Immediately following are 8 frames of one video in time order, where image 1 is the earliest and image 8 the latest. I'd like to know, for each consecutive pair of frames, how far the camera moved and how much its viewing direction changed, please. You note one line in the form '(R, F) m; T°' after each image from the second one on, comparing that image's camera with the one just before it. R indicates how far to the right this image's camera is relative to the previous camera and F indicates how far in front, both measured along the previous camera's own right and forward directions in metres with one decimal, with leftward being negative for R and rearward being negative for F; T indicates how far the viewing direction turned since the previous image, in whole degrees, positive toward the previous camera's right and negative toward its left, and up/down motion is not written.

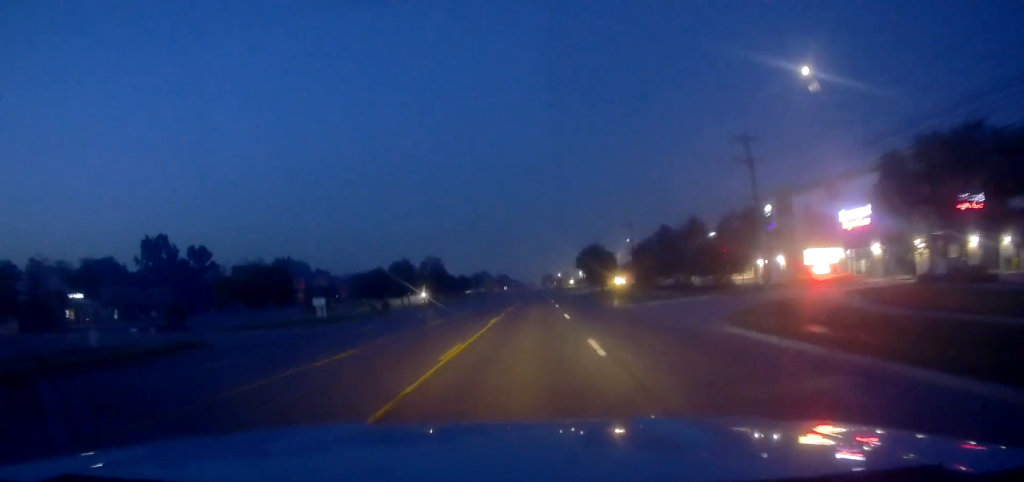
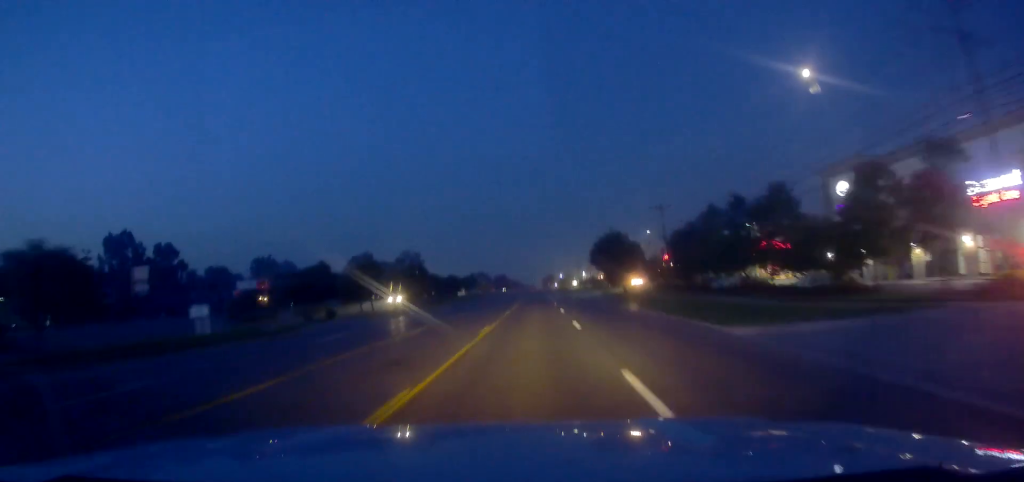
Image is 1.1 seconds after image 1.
(+0.2, +22.0) m; +2°
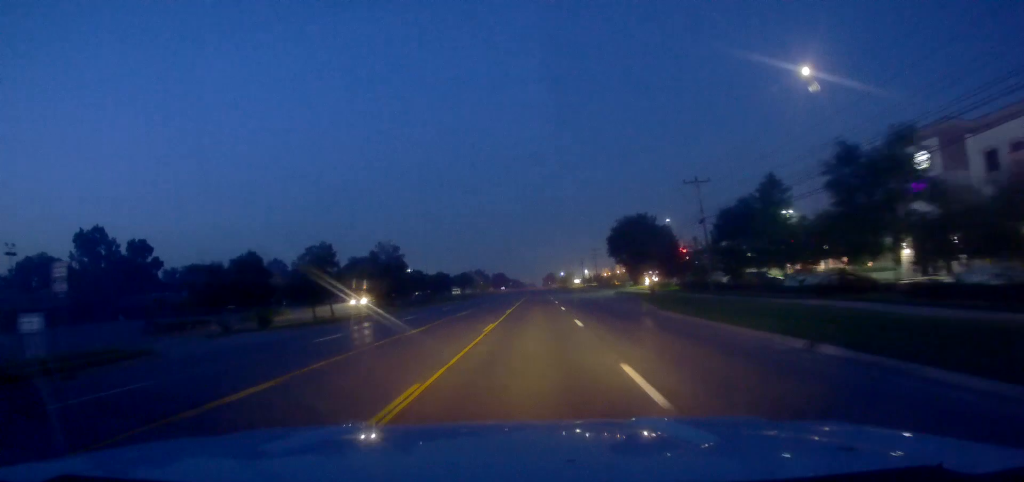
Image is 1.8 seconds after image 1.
(+0.6, +15.9) m; +1°
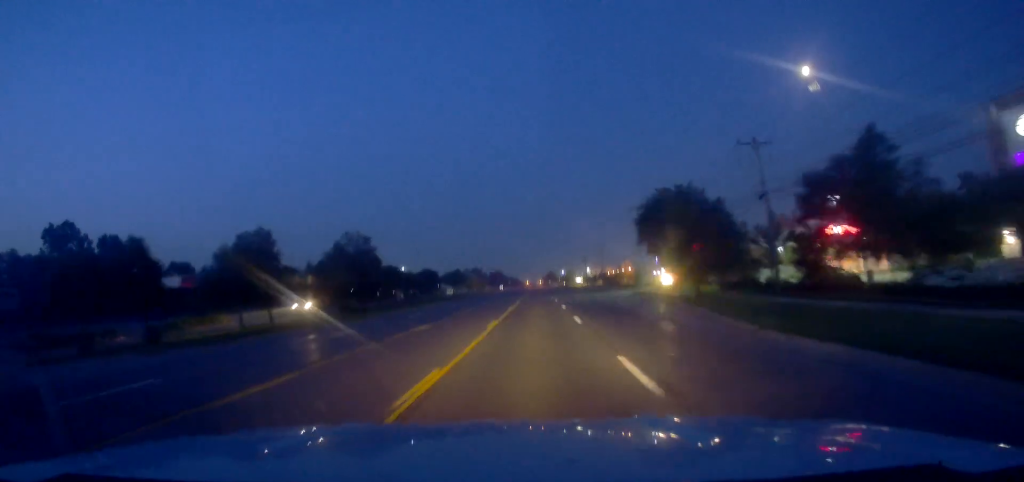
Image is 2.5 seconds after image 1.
(-0.2, +14.5) m; 0°
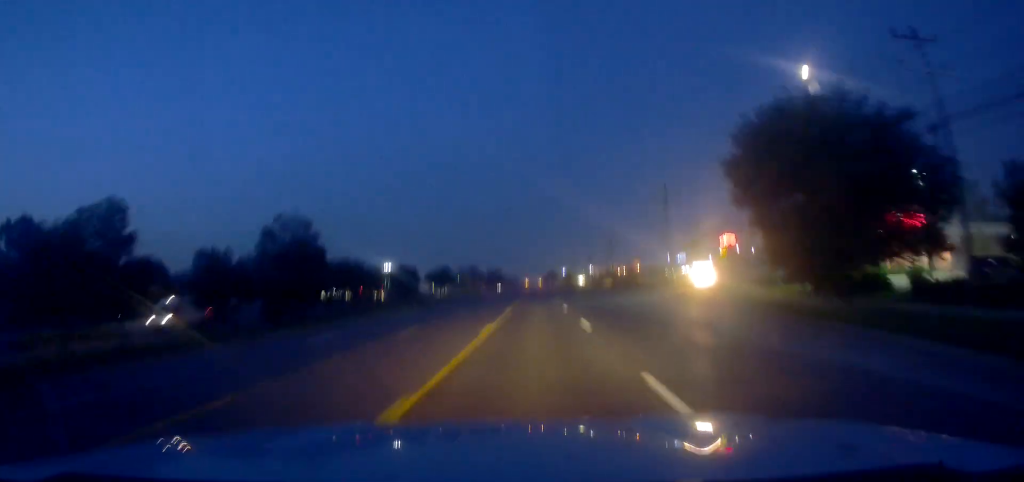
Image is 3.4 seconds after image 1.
(+0.1, +18.5) m; -1°
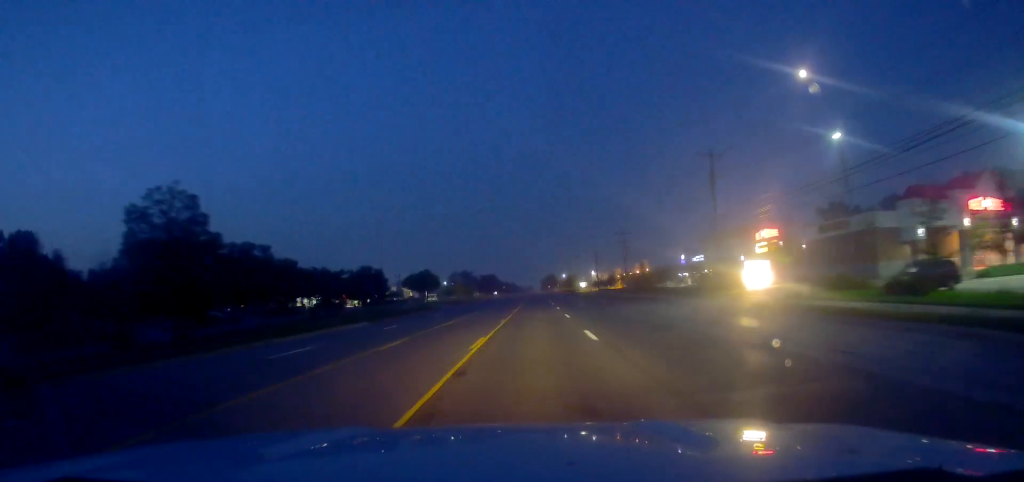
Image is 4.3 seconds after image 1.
(-0.2, +18.4) m; -2°
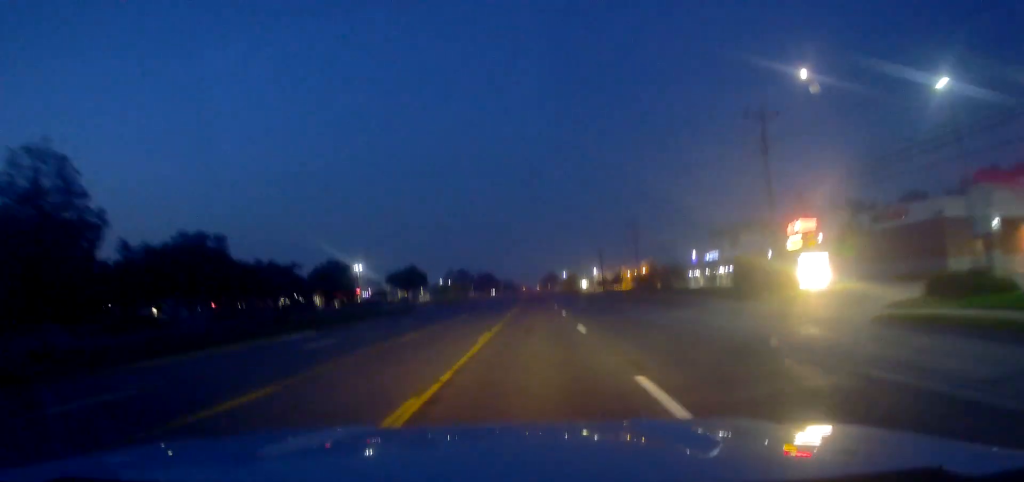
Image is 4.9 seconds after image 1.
(-0.2, +11.5) m; -1°
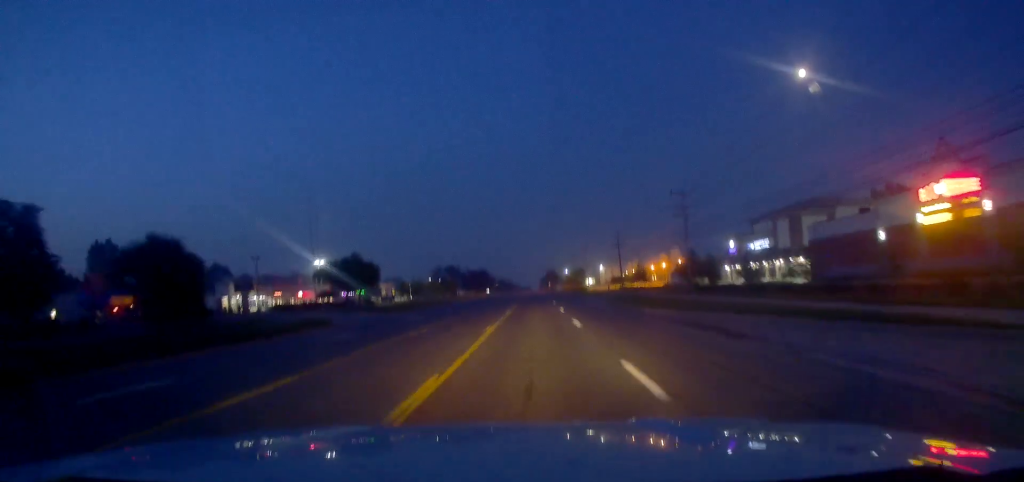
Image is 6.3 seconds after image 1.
(+0.7, +29.1) m; +3°
